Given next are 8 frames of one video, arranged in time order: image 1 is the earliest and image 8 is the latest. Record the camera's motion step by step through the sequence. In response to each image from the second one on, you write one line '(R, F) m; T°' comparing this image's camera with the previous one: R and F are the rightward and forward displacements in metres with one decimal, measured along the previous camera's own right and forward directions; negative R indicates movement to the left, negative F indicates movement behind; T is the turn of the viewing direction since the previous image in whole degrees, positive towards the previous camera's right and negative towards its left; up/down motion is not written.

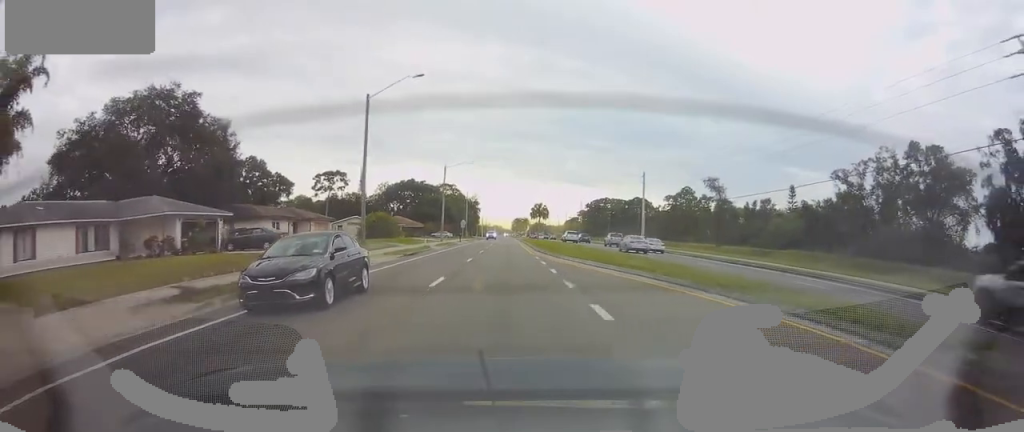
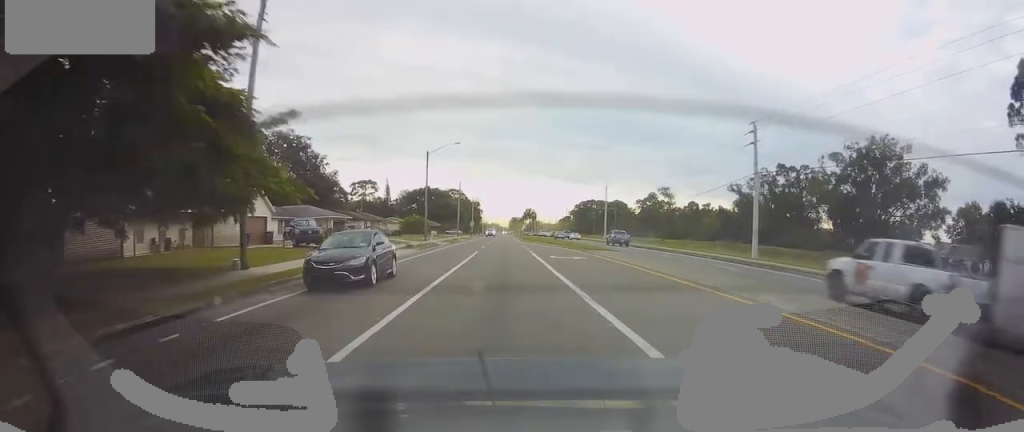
(+0.1, +30.9) m; +1°
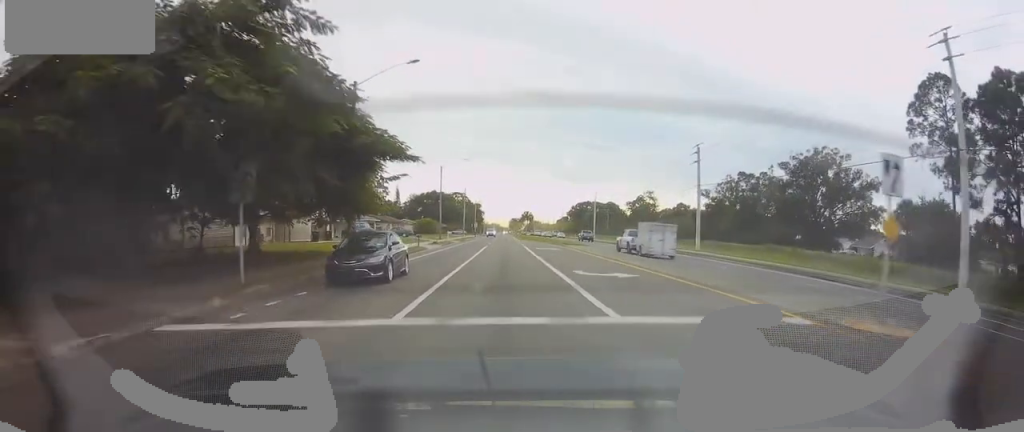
(0.0, +15.0) m; 0°
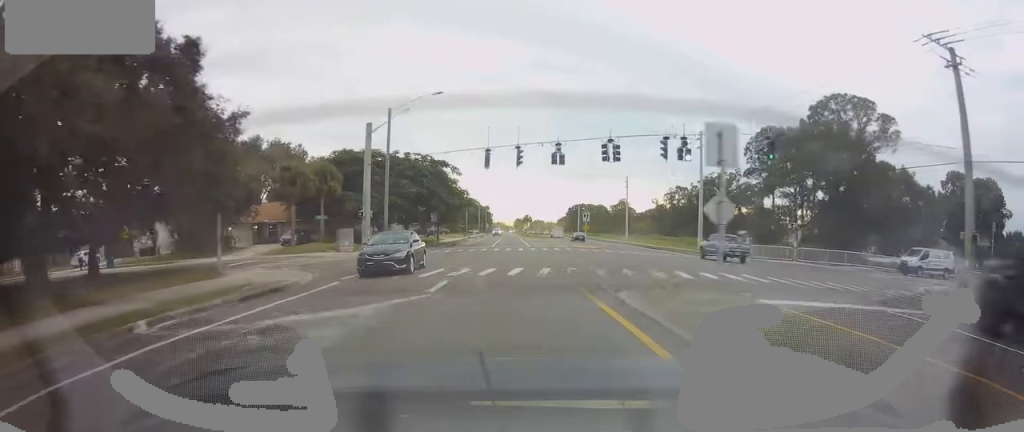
(0.0, +41.1) m; 0°
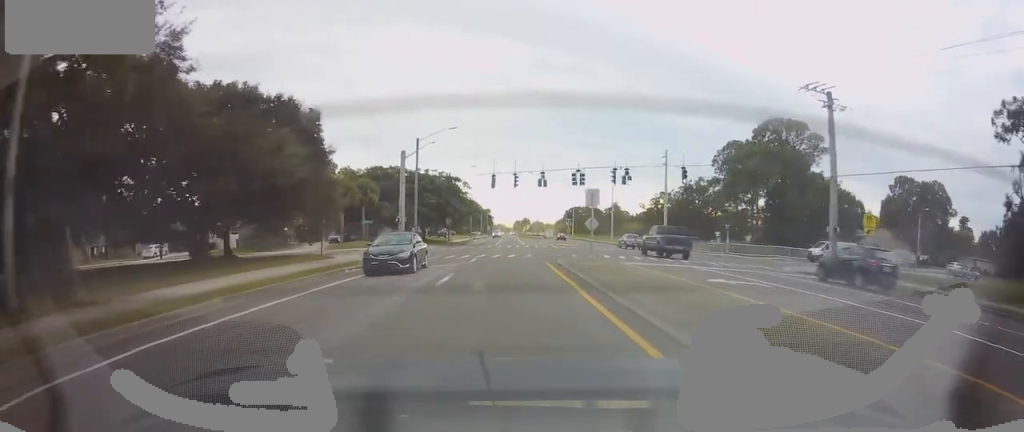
(0.0, +14.6) m; 0°
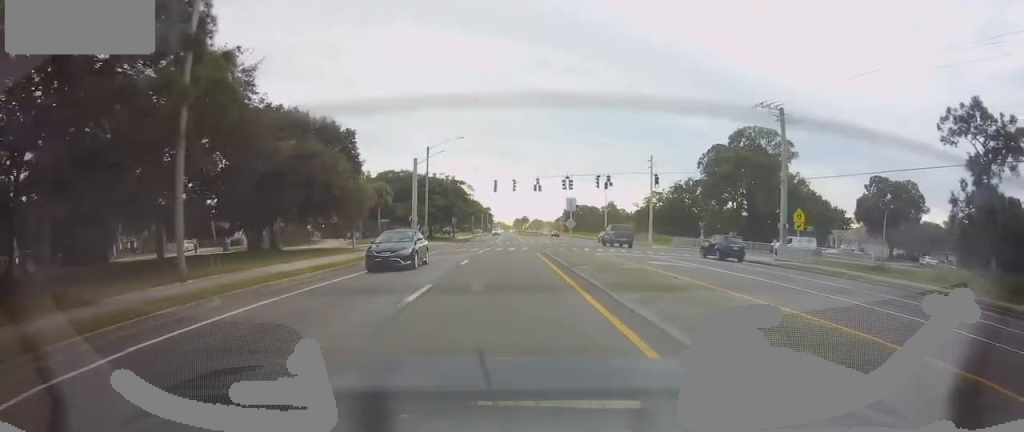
(0.0, +8.0) m; 0°
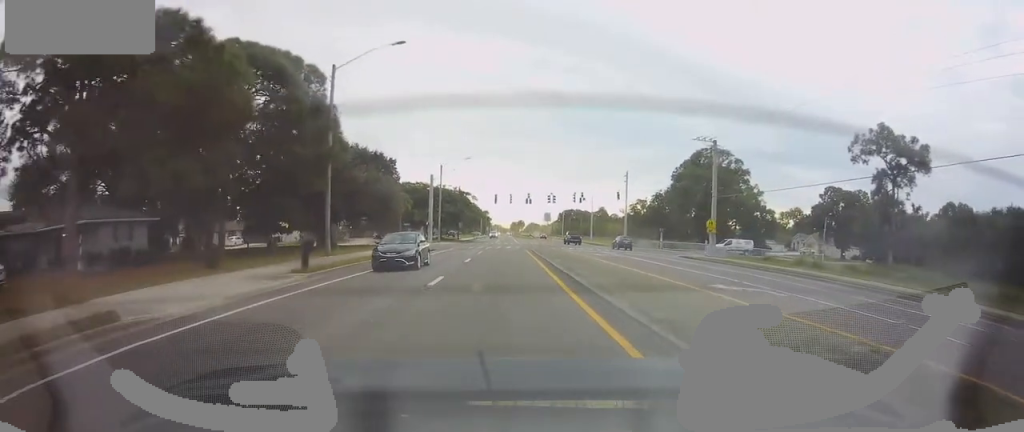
(0.0, +16.2) m; 0°
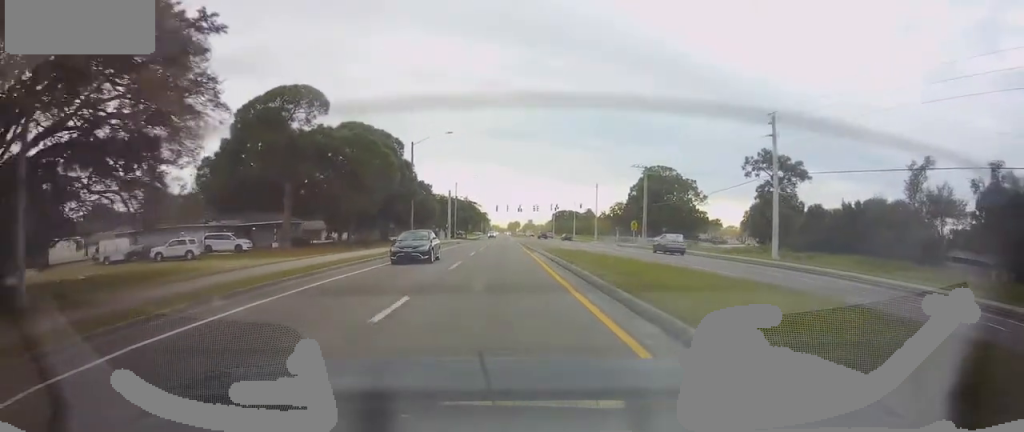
(0.0, +30.0) m; 0°
